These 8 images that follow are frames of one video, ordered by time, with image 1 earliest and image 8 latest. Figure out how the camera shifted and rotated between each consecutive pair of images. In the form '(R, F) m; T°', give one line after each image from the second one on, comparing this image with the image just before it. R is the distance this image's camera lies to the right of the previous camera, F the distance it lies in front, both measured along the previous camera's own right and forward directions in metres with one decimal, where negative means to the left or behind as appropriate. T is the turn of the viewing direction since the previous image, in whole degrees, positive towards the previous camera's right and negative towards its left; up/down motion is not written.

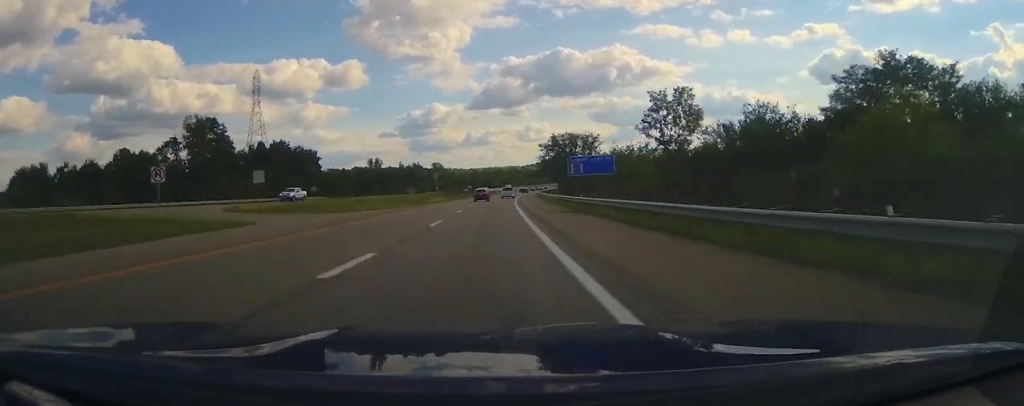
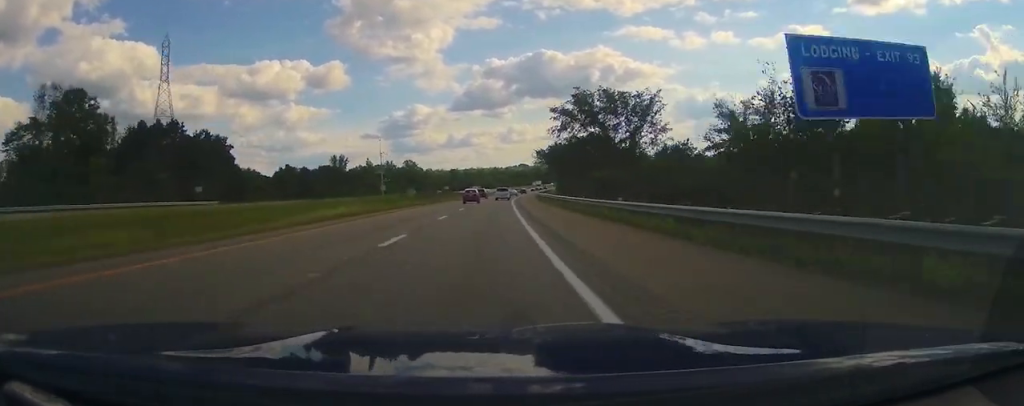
(+0.7, +43.7) m; +2°
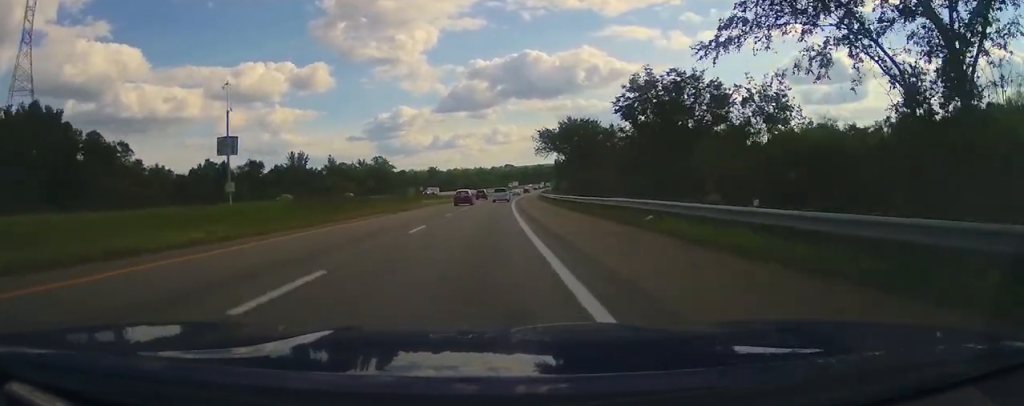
(+0.5, +43.6) m; +1°
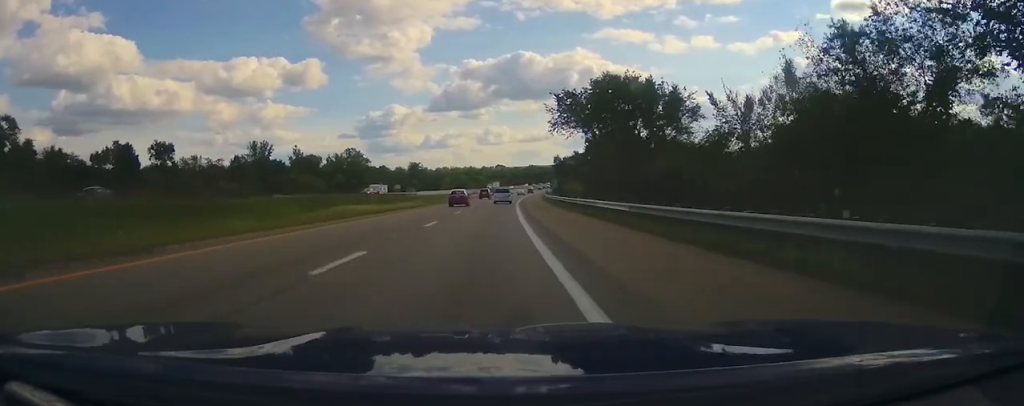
(+0.2, +33.5) m; +1°
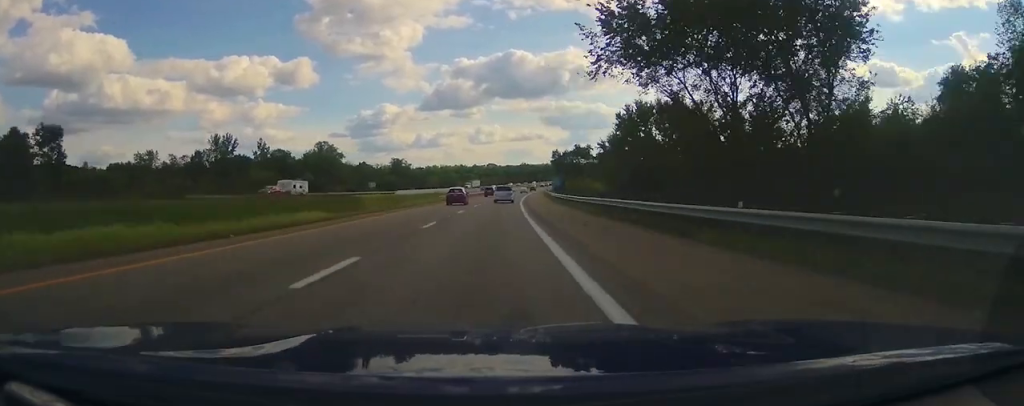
(+0.3, +25.8) m; +1°
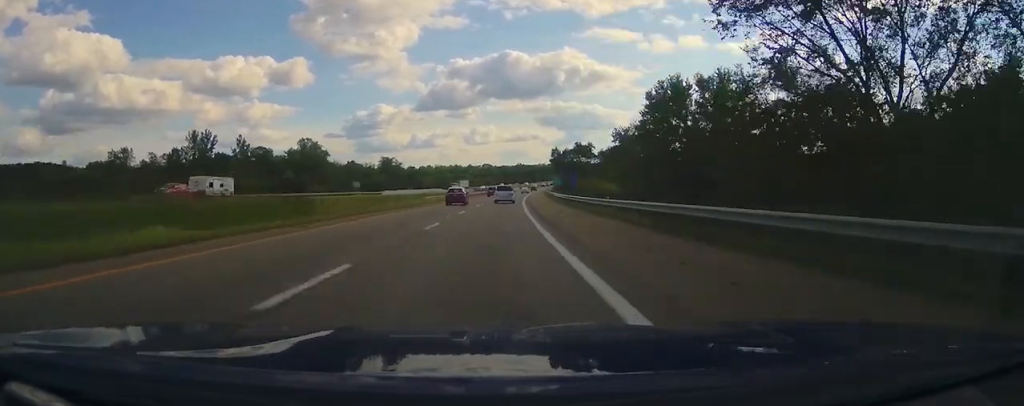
(-0.1, +12.8) m; +1°
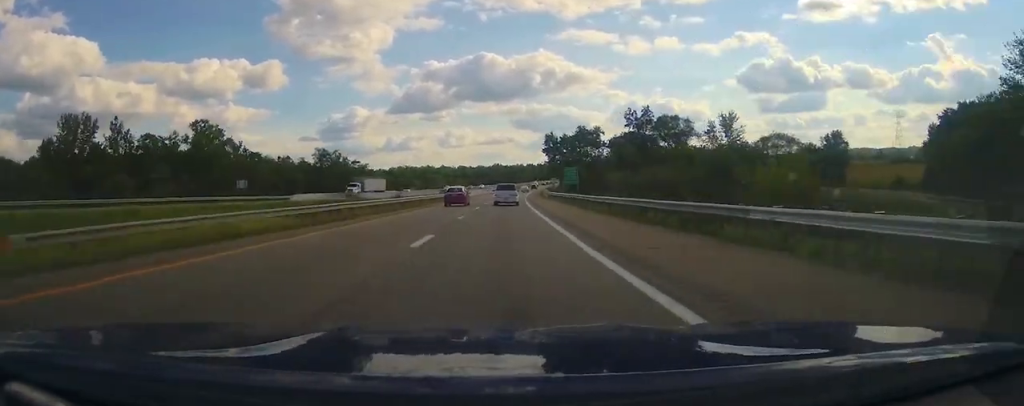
(+2.0, +54.4) m; +3°
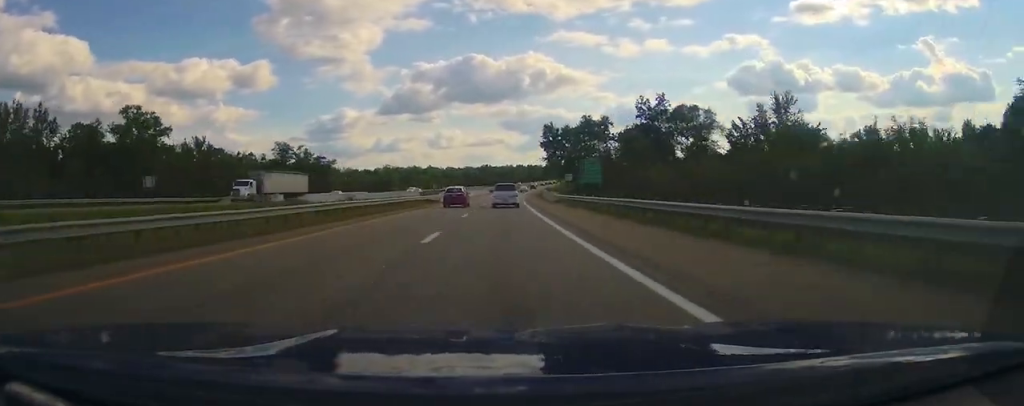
(0.0, +23.4) m; 0°
